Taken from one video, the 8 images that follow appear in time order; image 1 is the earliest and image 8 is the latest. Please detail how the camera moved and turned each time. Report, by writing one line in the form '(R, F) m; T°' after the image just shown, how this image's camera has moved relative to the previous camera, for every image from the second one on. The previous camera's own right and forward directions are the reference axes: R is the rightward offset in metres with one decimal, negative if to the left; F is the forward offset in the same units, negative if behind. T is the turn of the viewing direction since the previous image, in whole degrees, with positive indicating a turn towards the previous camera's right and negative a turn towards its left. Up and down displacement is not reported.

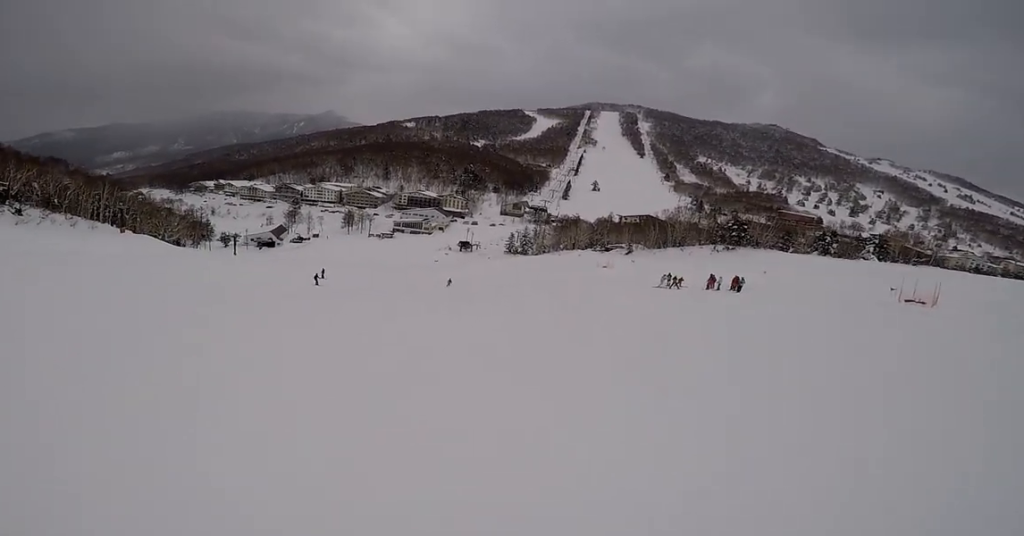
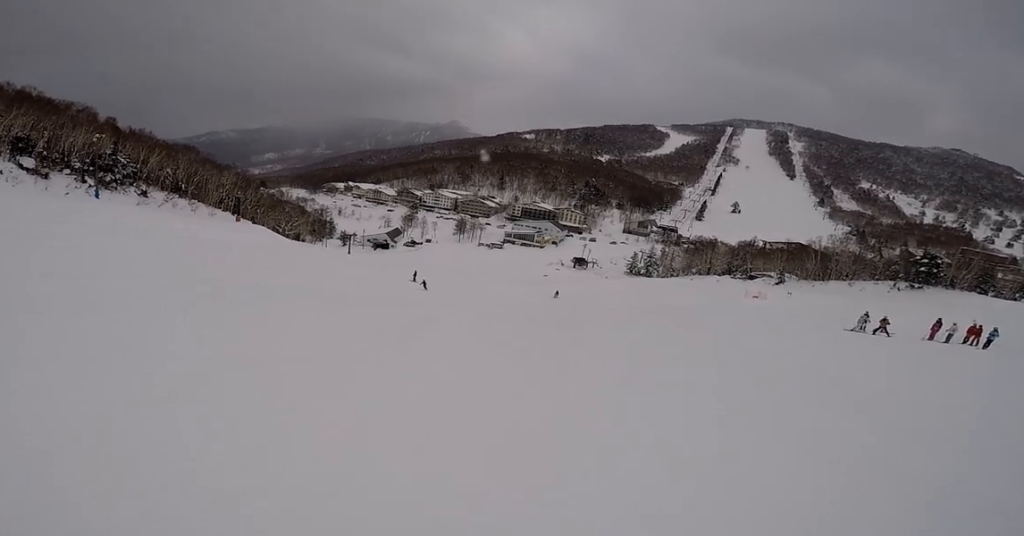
(-1.2, +8.9) m; -12°
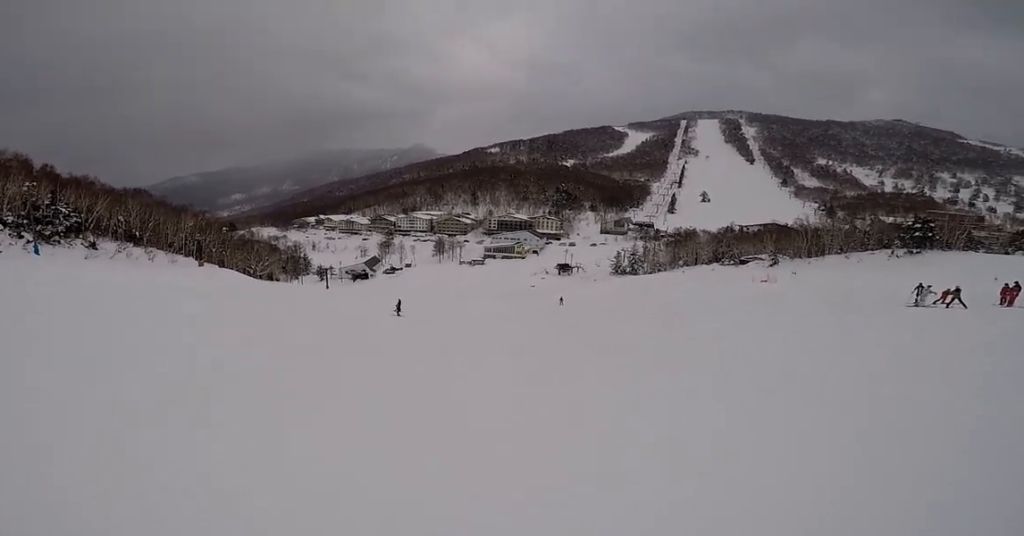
(-0.3, +6.2) m; +1°
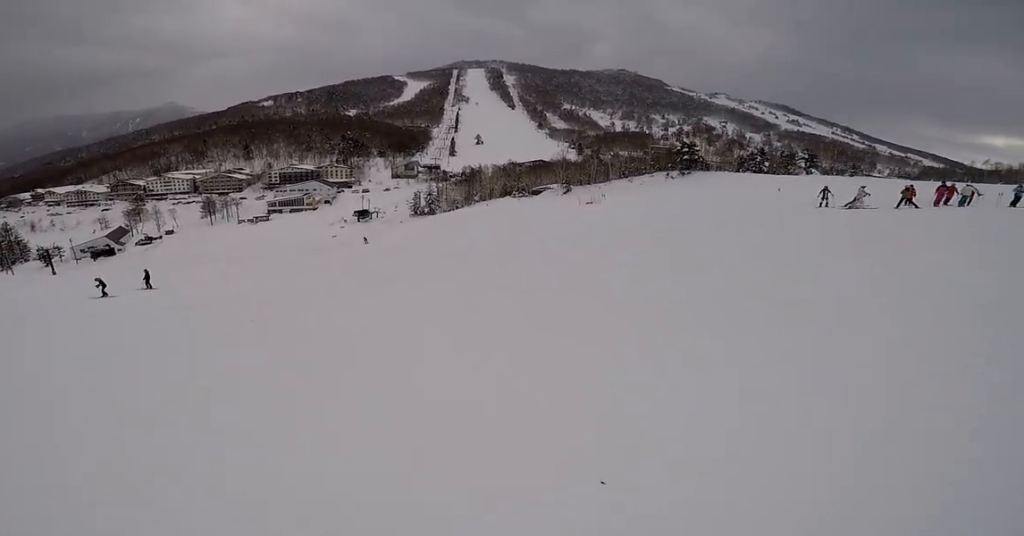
(+2.0, +14.4) m; +16°
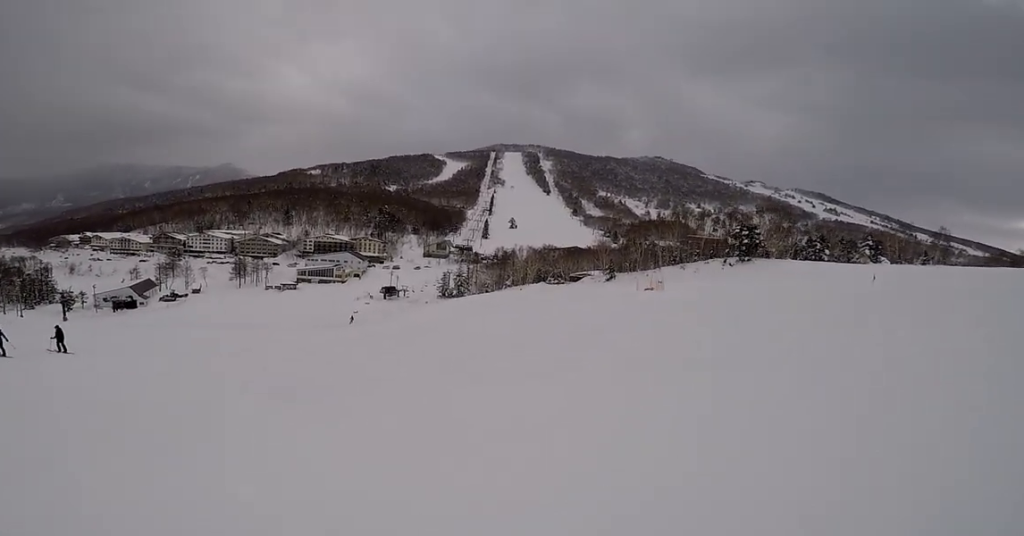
(+1.1, +10.2) m; +5°
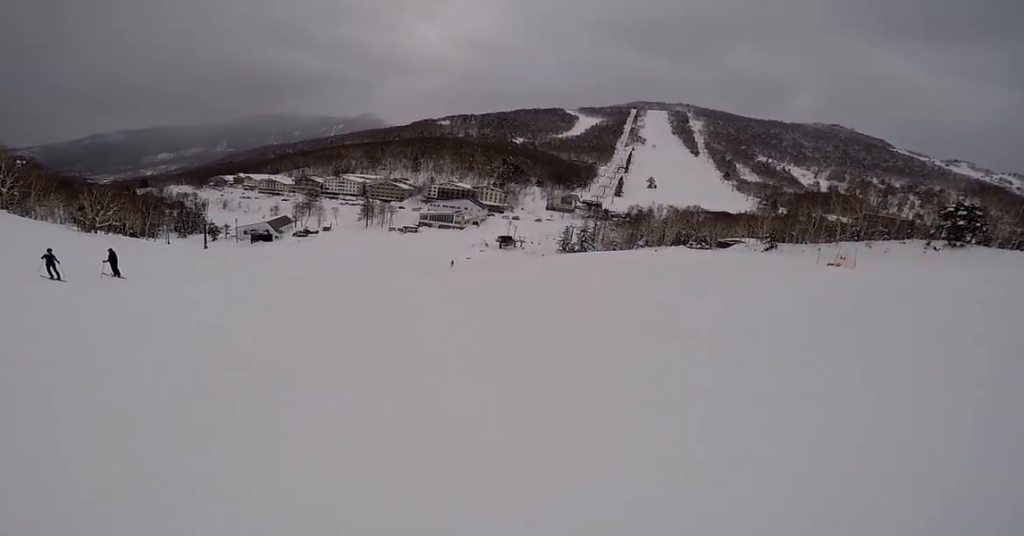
(+0.9, +6.2) m; -10°
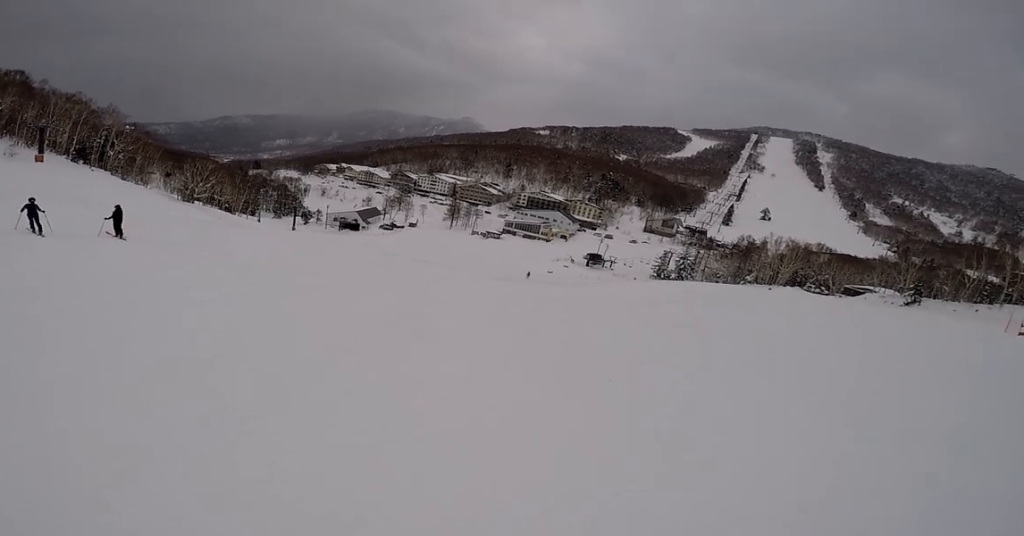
(-1.9, +5.7) m; -20°
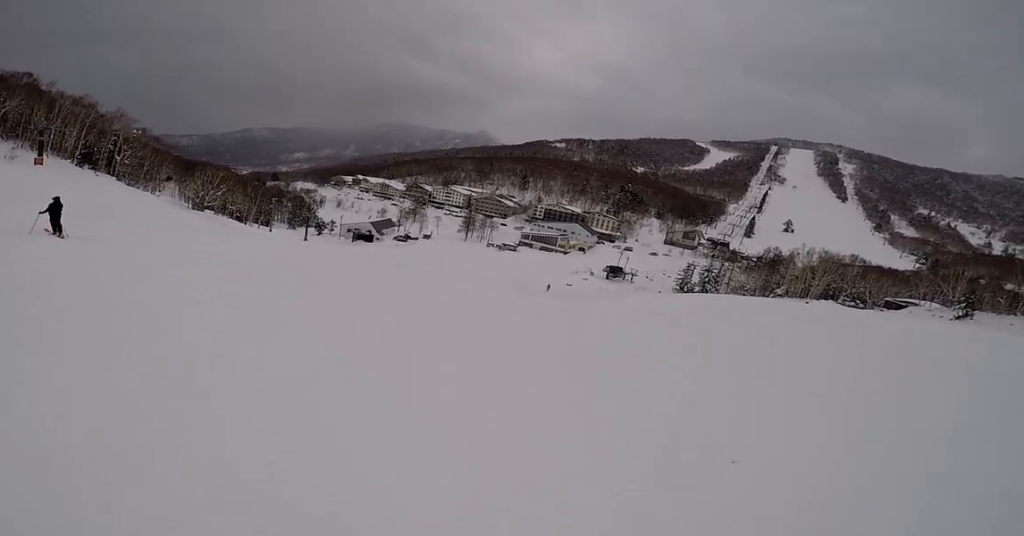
(-0.5, +4.1) m; -7°
